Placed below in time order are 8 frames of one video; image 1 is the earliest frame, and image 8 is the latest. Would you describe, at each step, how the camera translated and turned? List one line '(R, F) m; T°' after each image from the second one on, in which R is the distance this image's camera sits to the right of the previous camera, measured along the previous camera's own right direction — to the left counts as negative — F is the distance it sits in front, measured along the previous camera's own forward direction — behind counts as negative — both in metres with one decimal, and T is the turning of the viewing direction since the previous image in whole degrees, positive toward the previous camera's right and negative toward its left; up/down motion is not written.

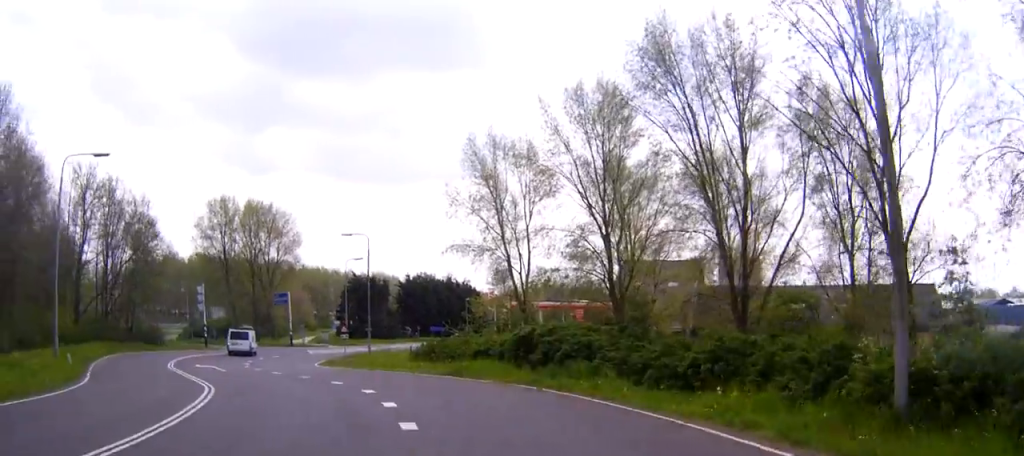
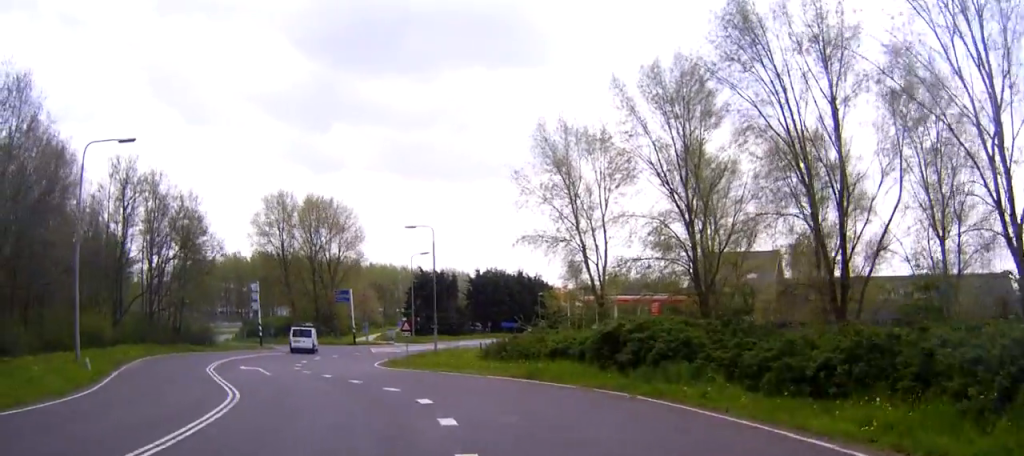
(0.0, +3.5) m; -5°
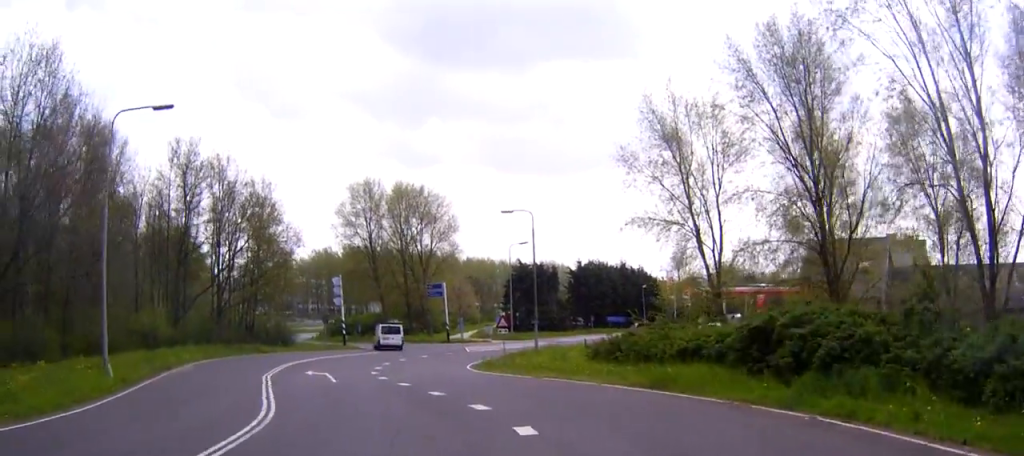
(-0.4, +4.9) m; -6°
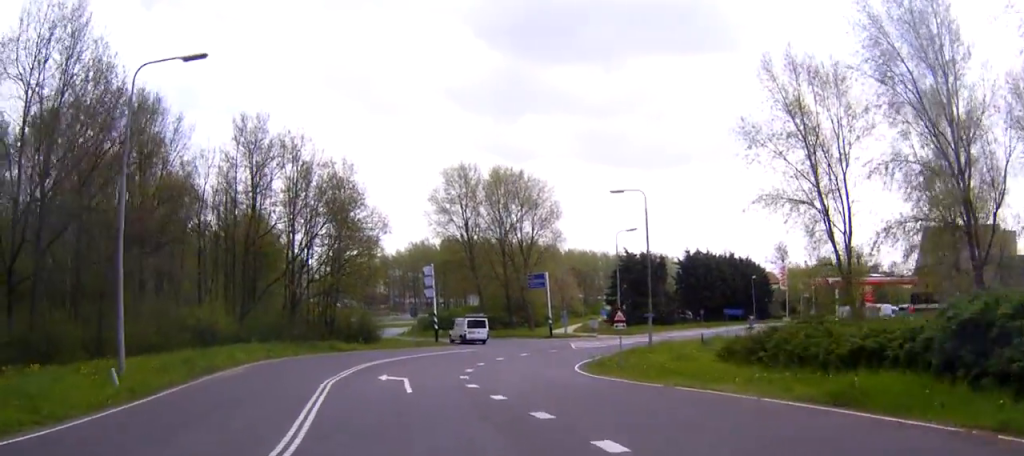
(-0.3, +5.3) m; -7°
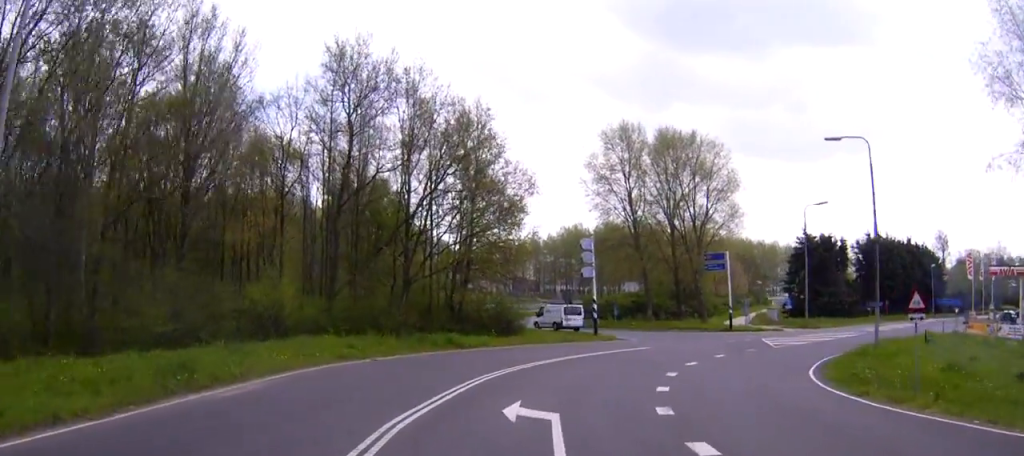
(-1.7, +11.9) m; -13°
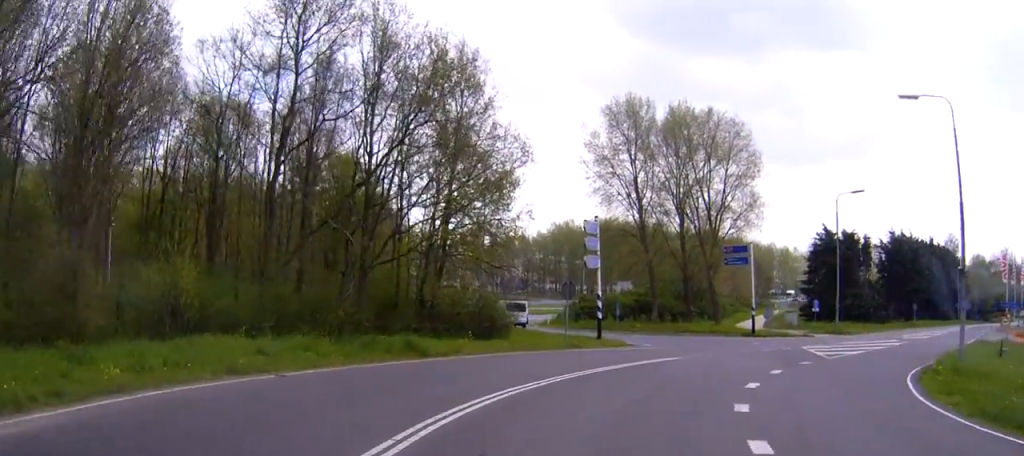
(-0.2, +8.4) m; -1°
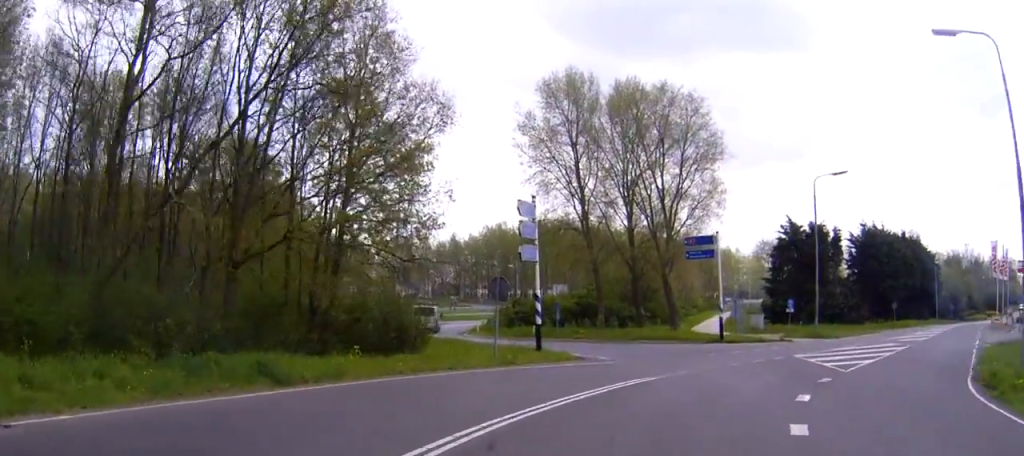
(0.0, +7.5) m; +2°
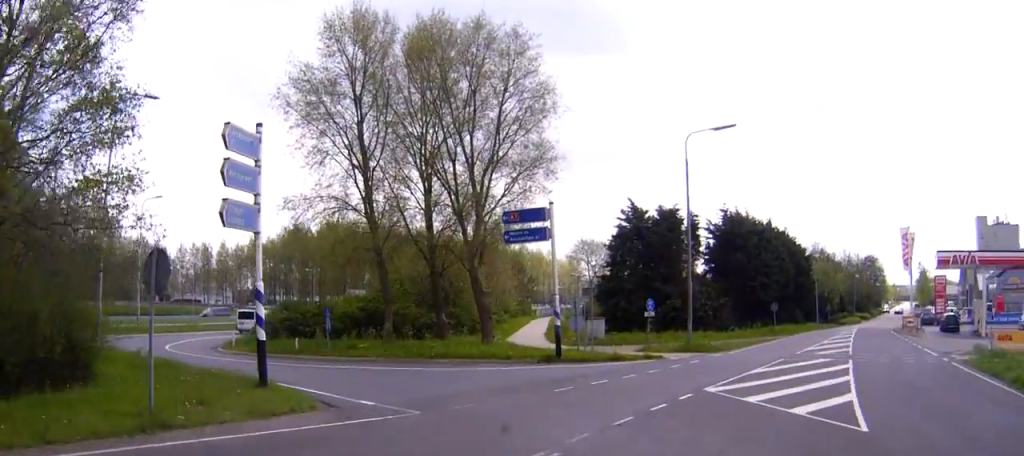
(+1.3, +12.4) m; +15°
